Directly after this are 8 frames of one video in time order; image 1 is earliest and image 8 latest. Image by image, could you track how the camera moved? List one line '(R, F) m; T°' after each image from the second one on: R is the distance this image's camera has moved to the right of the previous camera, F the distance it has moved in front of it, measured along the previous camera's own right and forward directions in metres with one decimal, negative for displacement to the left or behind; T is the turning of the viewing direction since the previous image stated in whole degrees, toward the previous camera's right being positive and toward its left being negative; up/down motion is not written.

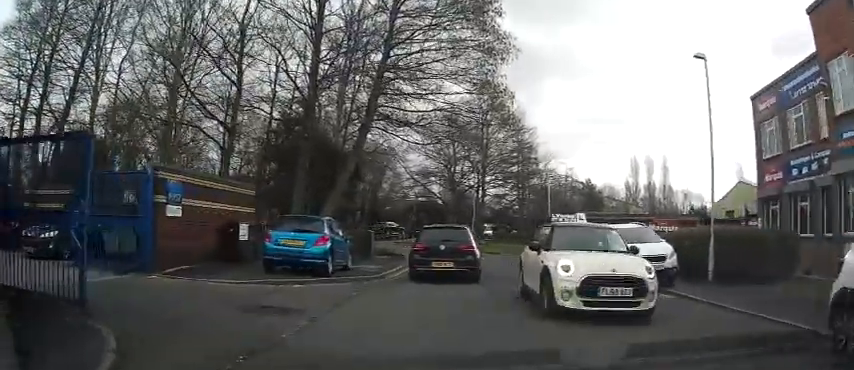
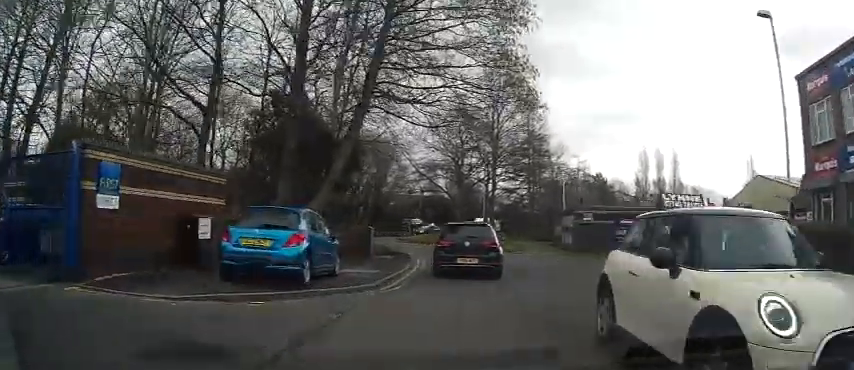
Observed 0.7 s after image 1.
(+0.2, +3.0) m; 0°
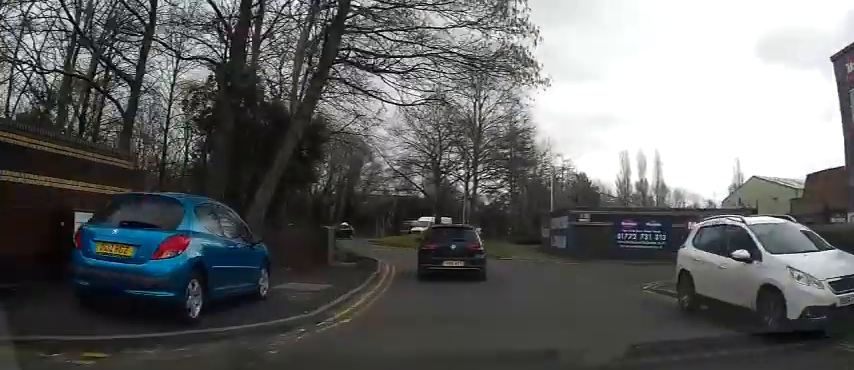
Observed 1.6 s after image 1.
(0.0, +3.7) m; +1°
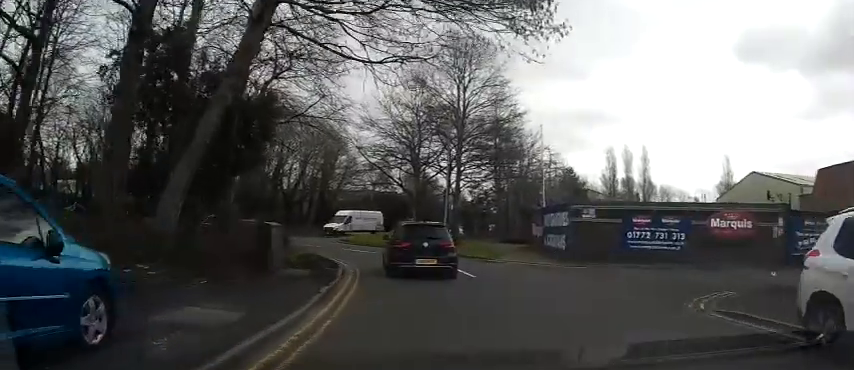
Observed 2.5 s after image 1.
(0.0, +4.0) m; +4°
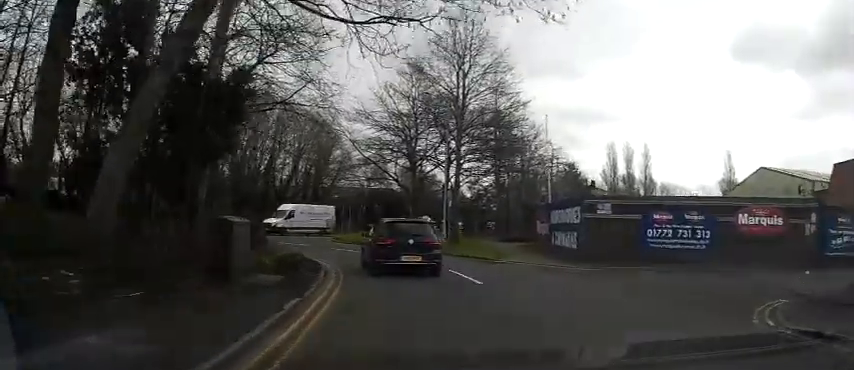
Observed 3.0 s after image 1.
(+0.2, +2.4) m; +4°
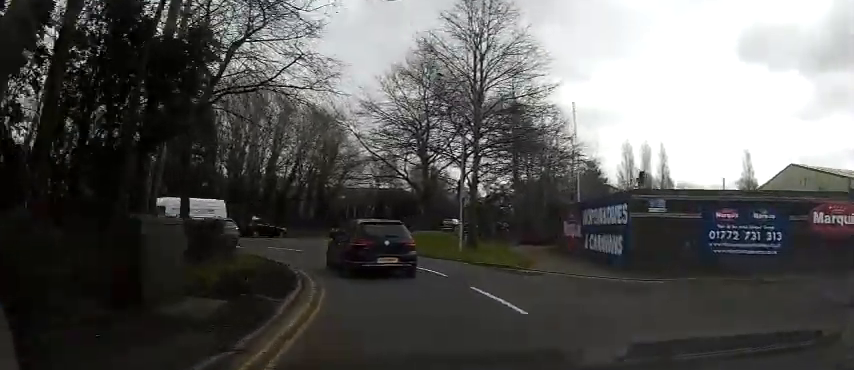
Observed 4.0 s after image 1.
(0.0, +4.0) m; -5°
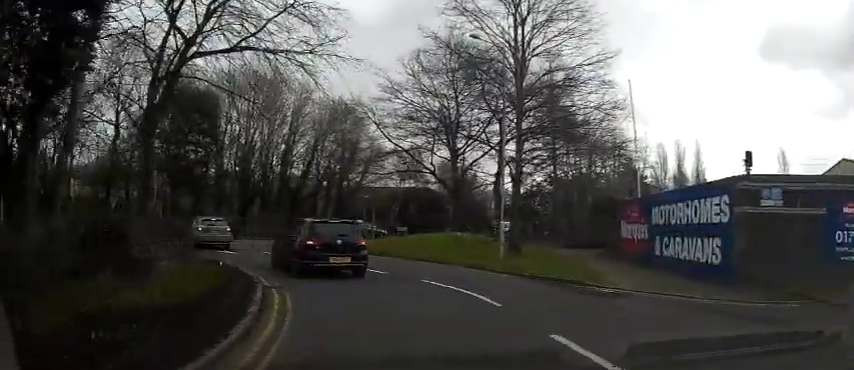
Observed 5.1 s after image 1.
(-0.5, +5.0) m; -4°
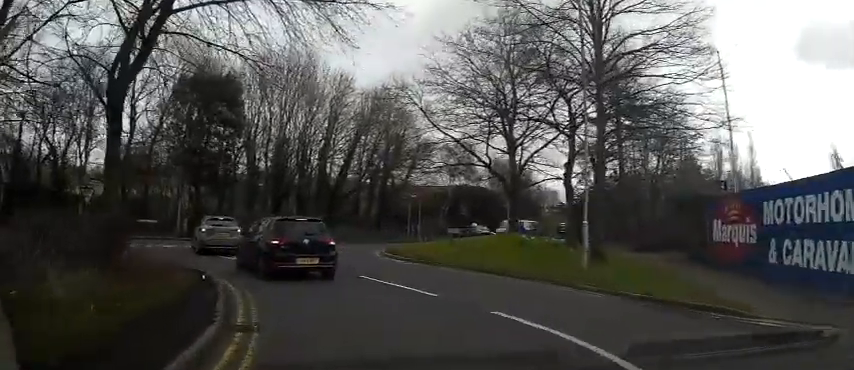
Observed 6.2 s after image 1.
(+0.1, +4.3) m; -4°
